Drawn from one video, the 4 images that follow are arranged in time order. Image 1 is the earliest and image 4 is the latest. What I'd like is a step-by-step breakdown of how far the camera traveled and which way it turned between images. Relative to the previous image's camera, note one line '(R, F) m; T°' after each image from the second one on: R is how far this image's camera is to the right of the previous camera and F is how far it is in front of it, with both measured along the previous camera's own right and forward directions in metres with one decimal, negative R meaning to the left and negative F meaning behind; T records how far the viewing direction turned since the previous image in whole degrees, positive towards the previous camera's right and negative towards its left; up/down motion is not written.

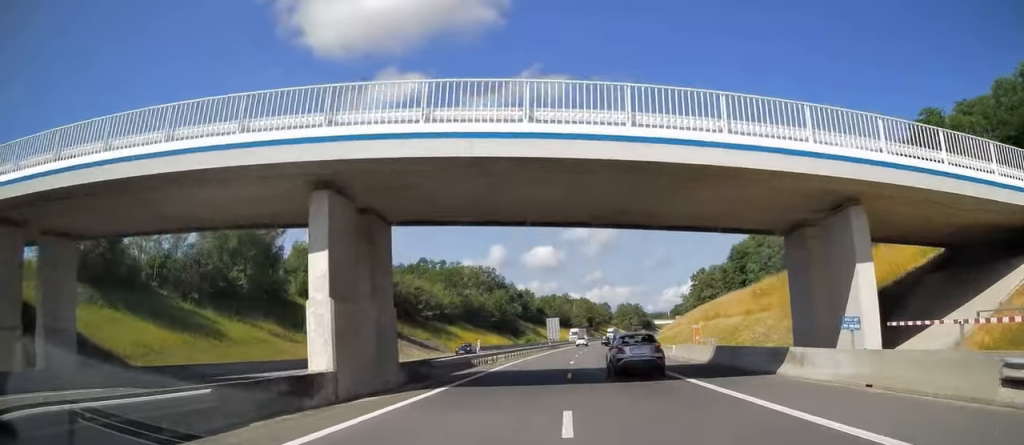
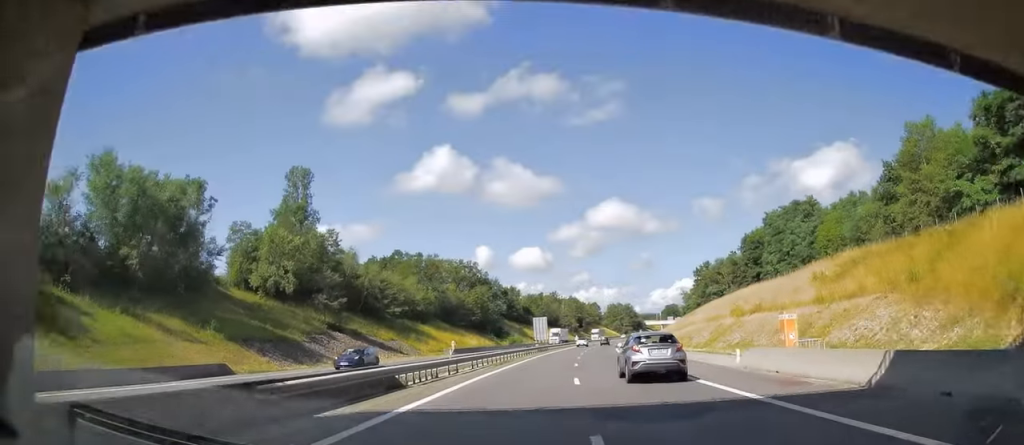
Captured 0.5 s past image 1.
(+0.5, +15.9) m; +1°
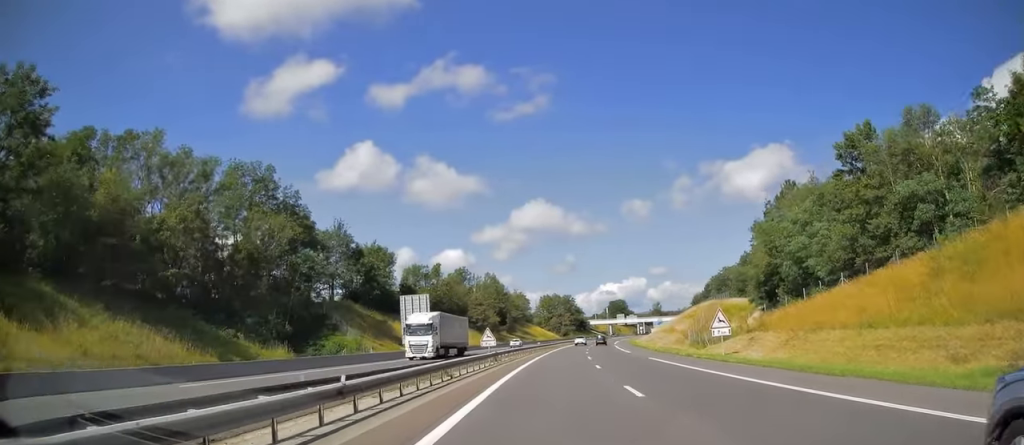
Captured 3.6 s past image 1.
(+5.9, +96.0) m; +7°
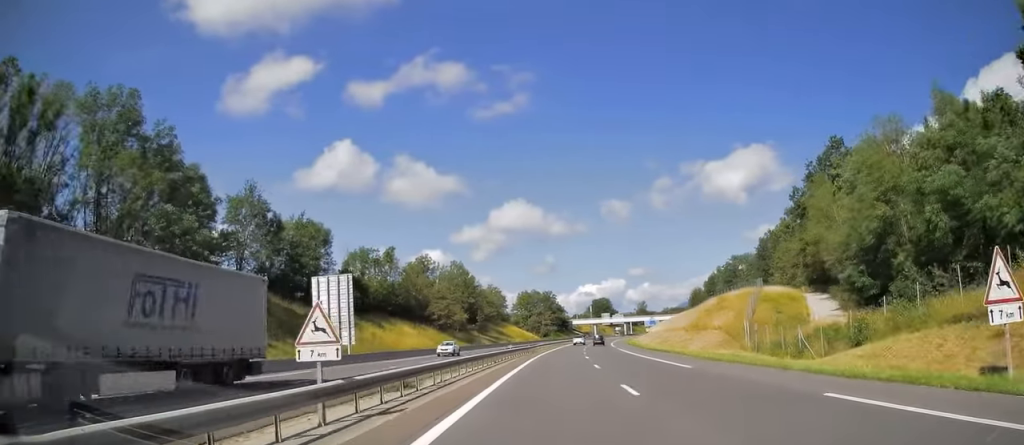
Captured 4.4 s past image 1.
(+0.2, +25.7) m; +1°
